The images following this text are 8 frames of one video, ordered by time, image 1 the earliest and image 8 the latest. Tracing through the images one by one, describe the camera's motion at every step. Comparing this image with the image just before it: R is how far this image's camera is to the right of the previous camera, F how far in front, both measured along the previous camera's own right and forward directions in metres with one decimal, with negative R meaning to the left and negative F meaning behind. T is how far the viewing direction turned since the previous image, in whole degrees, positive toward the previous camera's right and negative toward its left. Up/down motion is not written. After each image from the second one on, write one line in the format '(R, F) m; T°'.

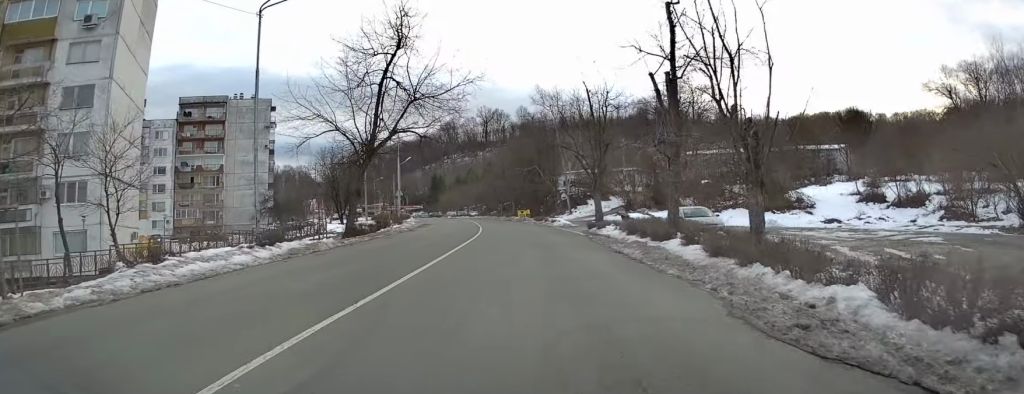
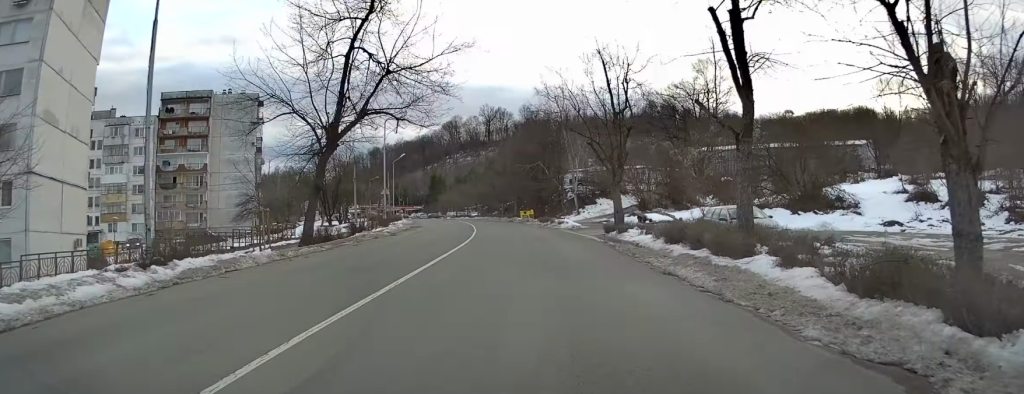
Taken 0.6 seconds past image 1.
(+0.1, +6.7) m; 0°
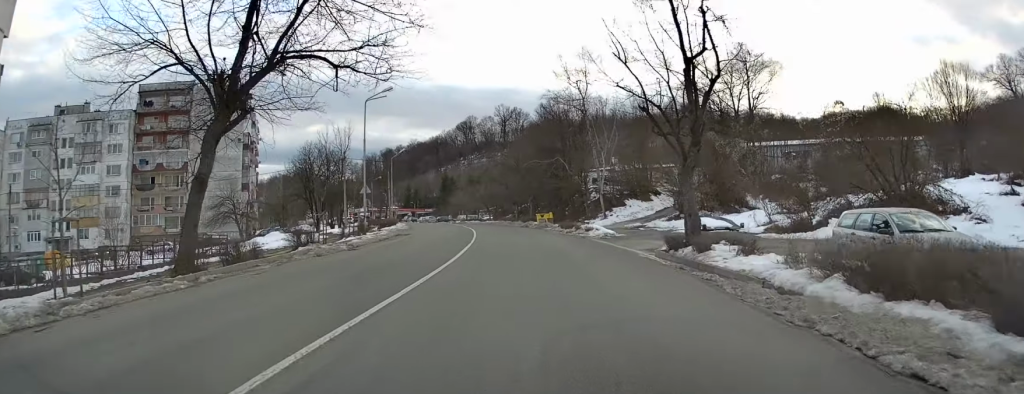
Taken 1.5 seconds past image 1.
(+0.1, +10.8) m; -1°
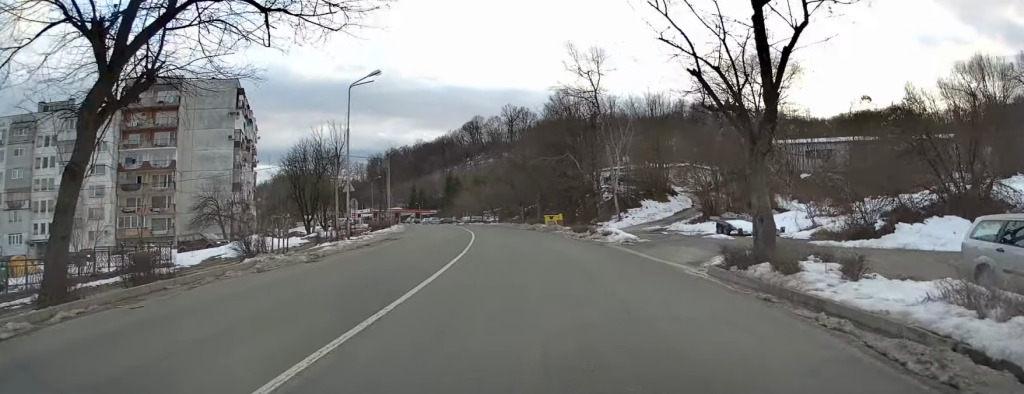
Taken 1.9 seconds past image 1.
(-0.1, +5.3) m; -1°
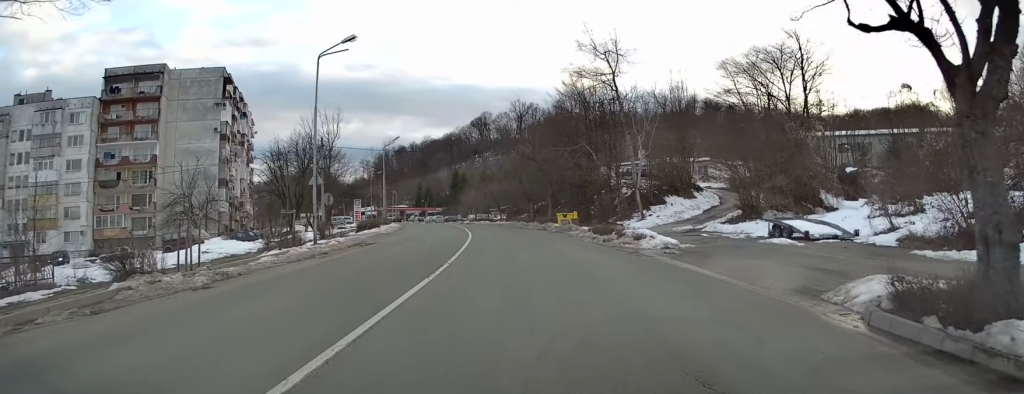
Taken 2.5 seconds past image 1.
(-0.1, +6.9) m; -1°
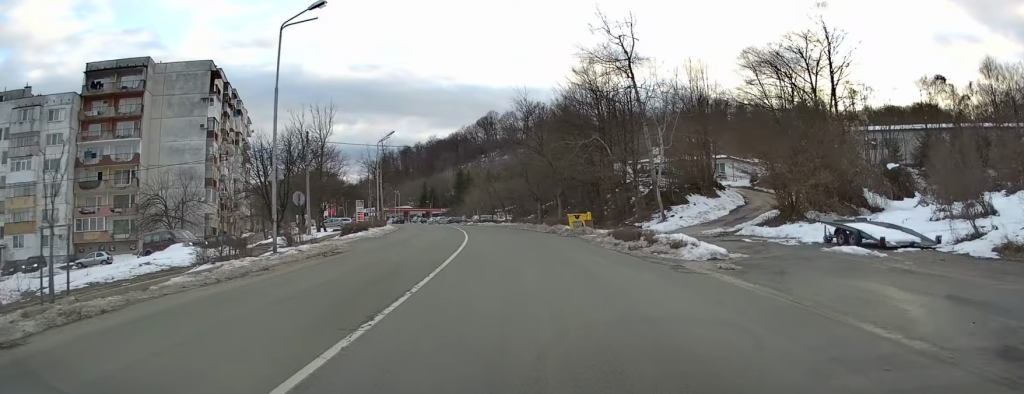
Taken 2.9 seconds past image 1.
(0.0, +5.3) m; -1°
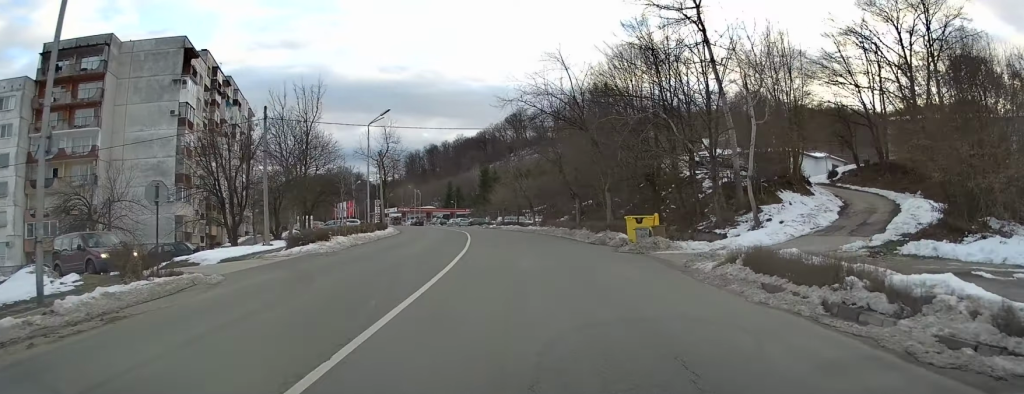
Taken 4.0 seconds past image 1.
(-0.1, +13.2) m; -2°
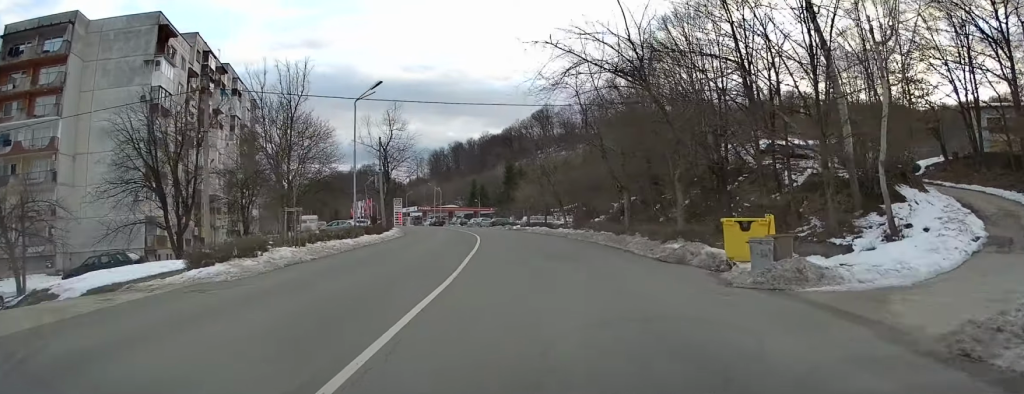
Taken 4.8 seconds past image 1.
(-0.1, +10.0) m; -2°
